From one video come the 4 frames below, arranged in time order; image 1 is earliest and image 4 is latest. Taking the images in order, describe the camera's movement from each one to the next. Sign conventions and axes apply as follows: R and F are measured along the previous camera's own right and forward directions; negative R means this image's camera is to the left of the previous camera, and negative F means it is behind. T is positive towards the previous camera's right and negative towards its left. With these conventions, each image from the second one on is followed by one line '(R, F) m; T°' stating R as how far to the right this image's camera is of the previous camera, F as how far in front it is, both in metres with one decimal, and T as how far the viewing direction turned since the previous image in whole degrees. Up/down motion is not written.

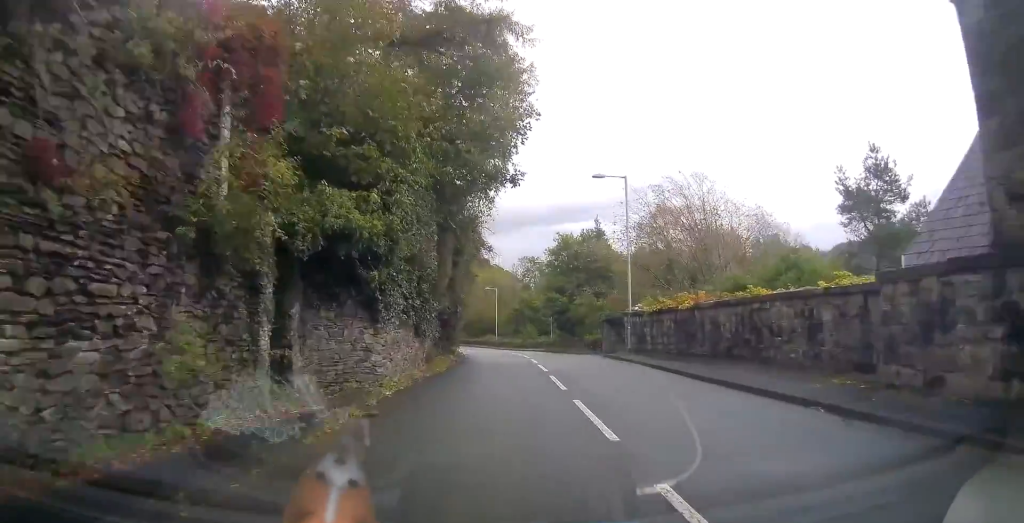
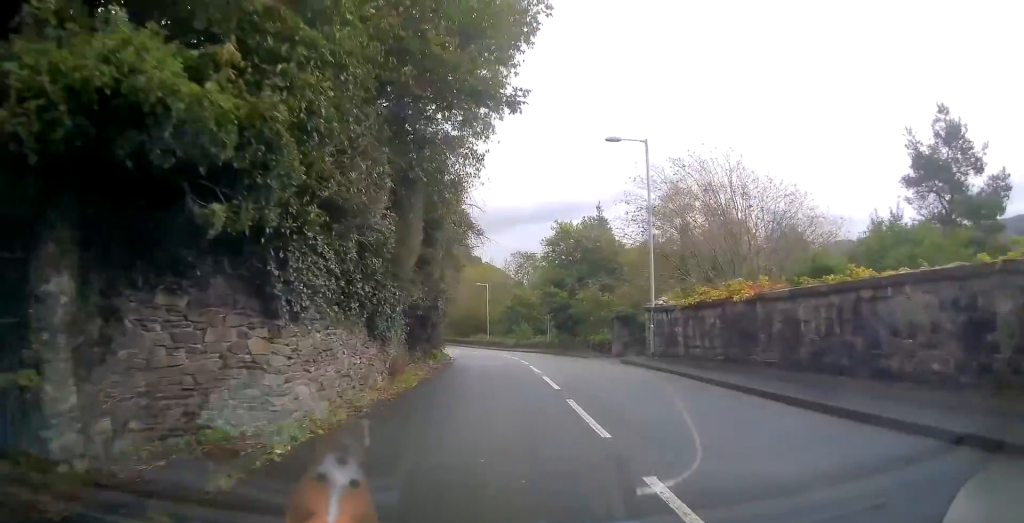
(-0.1, +5.6) m; +1°
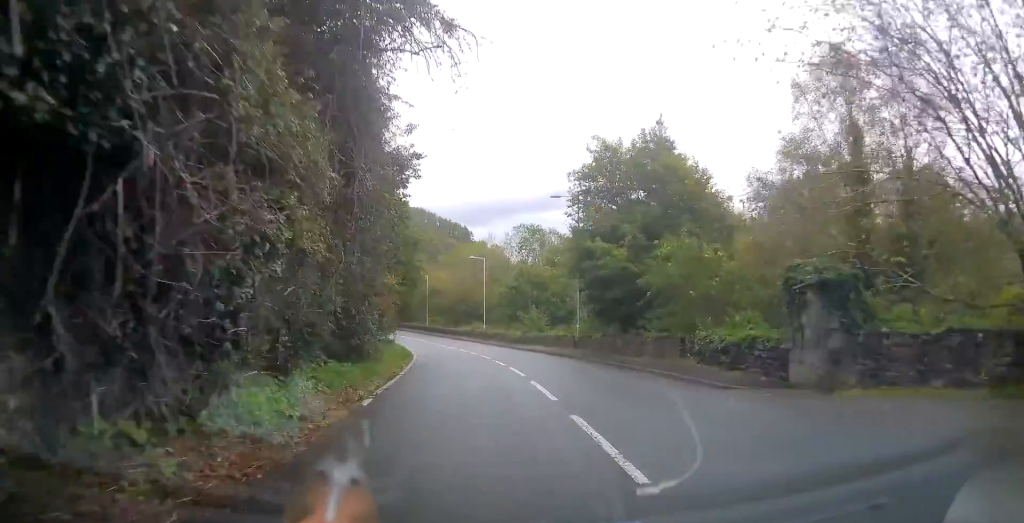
(+0.7, +19.6) m; +2°
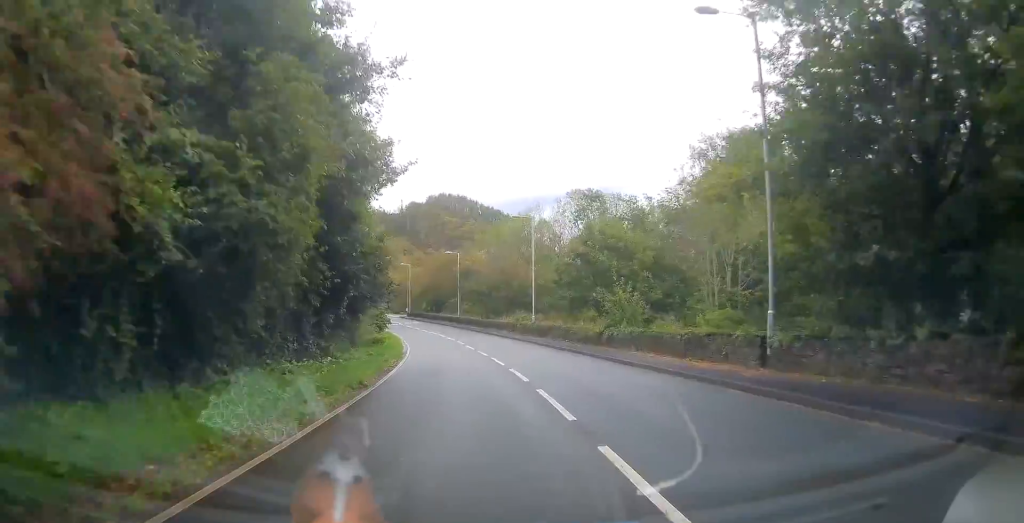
(-0.1, +19.5) m; -3°
